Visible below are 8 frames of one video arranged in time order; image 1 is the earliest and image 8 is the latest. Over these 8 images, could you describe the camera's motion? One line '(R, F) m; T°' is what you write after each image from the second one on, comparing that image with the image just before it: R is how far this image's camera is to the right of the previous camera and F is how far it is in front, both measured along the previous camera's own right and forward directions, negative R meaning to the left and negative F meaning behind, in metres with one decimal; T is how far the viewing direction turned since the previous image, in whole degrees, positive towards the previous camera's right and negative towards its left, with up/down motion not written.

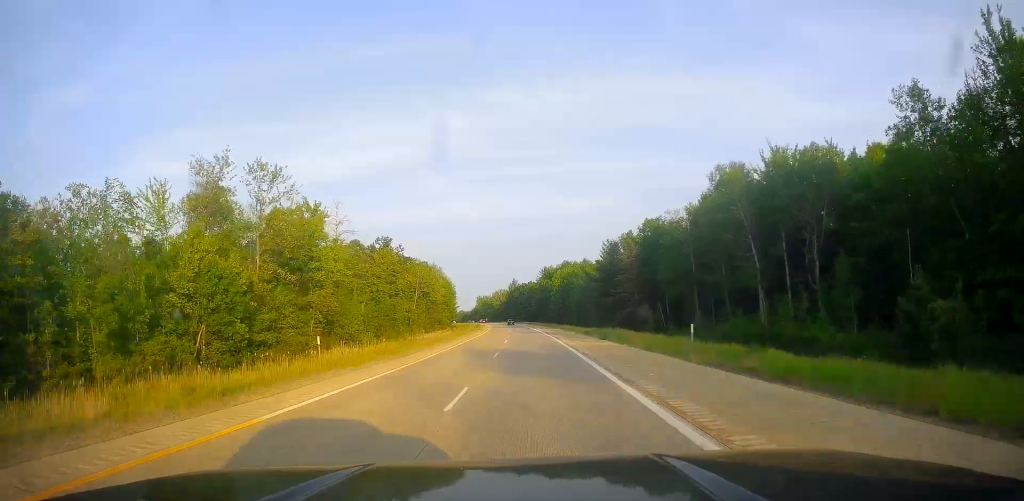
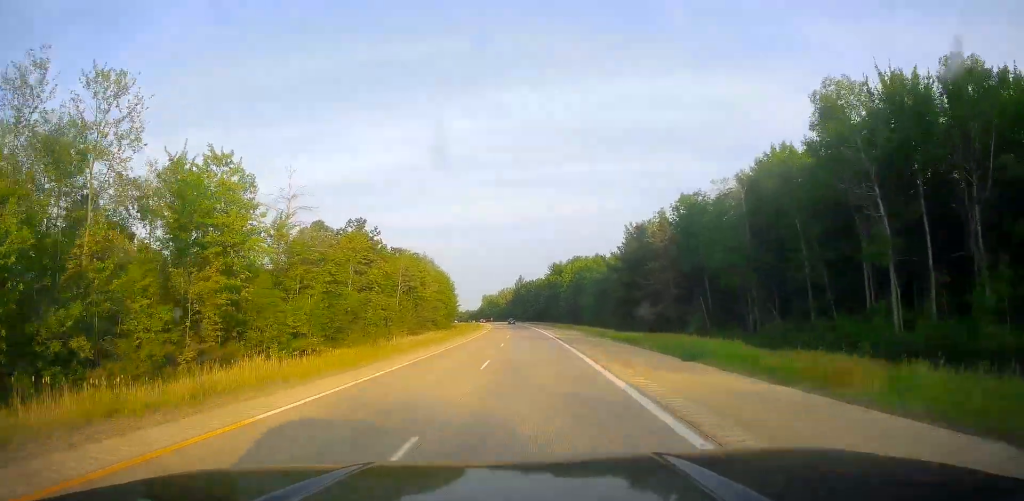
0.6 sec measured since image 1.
(-0.1, +21.6) m; -1°
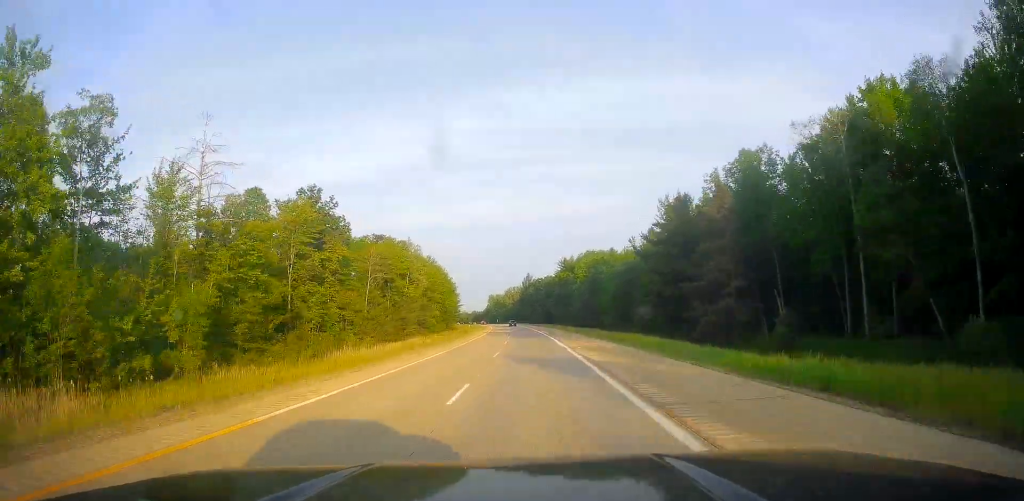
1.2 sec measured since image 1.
(+0.2, +22.8) m; -1°
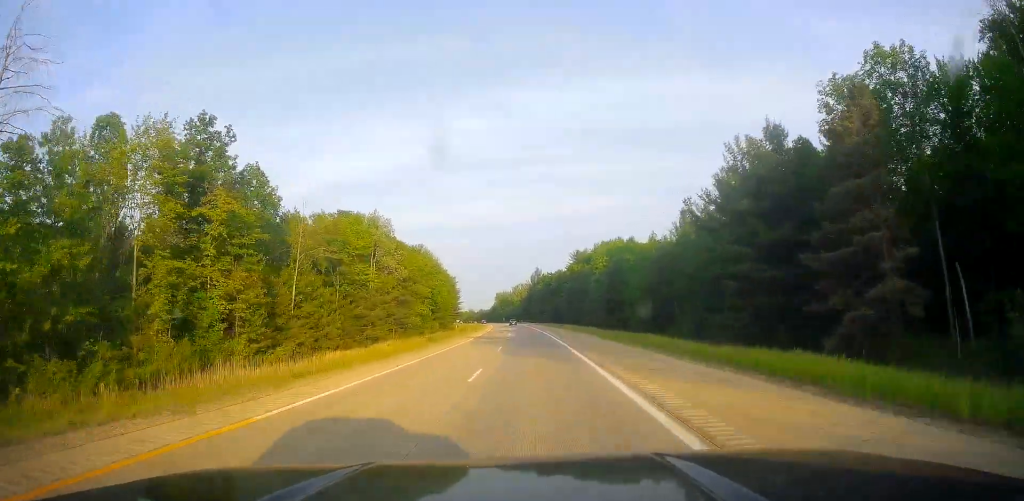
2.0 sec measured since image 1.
(-0.6, +26.4) m; -1°
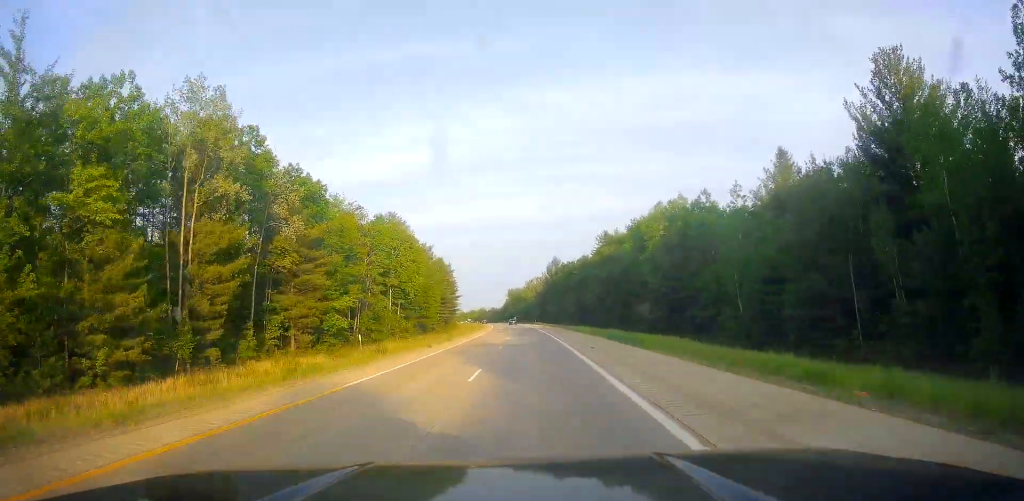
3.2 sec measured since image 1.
(-0.9, +45.6) m; -1°
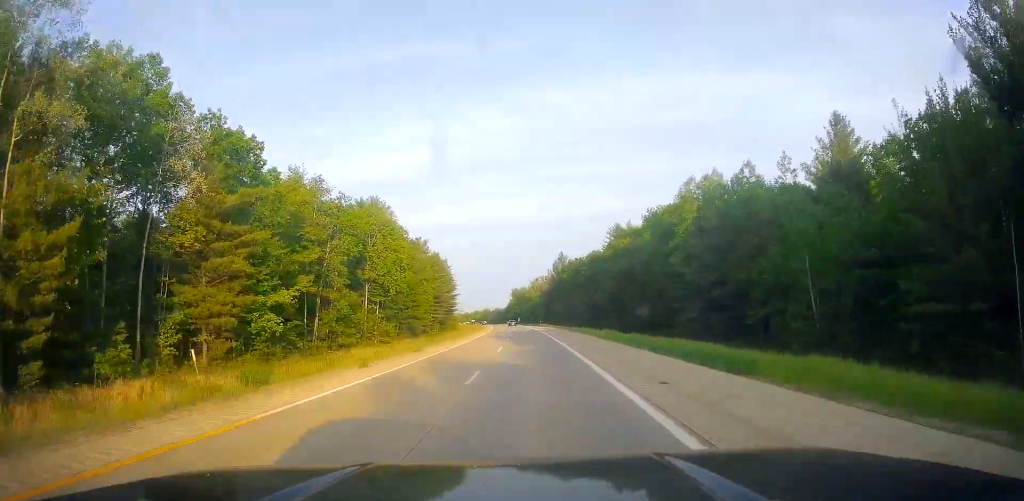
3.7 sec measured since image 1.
(+0.1, +15.6) m; 0°
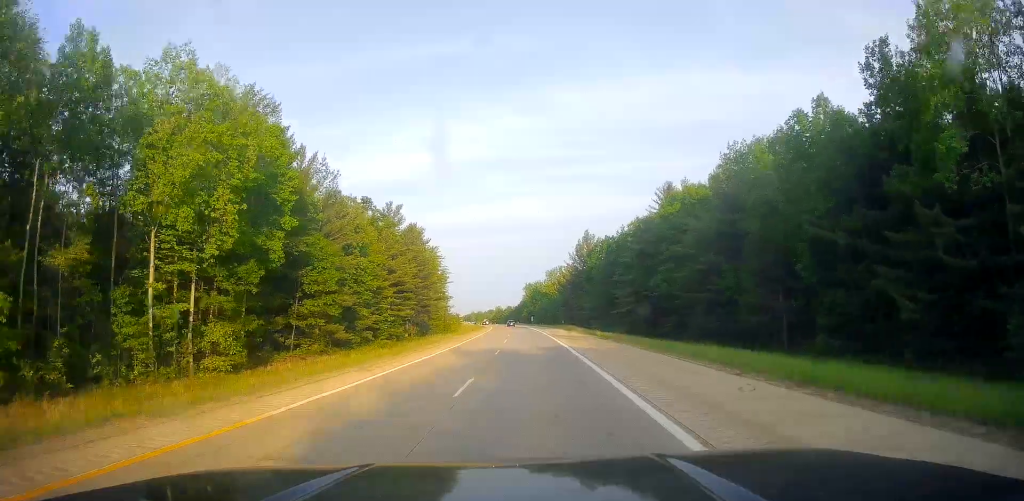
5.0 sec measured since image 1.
(-0.4, +48.0) m; -2°
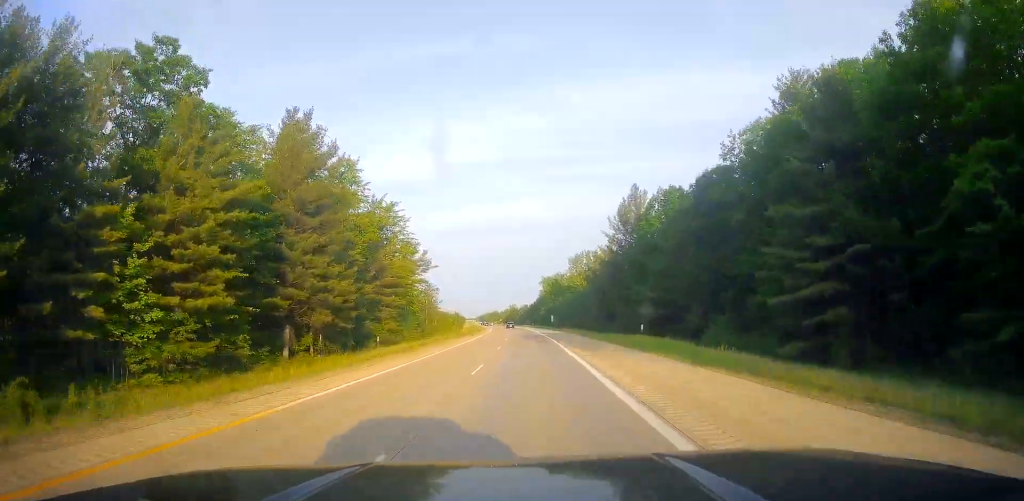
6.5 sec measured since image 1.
(-1.2, +55.1) m; -2°
